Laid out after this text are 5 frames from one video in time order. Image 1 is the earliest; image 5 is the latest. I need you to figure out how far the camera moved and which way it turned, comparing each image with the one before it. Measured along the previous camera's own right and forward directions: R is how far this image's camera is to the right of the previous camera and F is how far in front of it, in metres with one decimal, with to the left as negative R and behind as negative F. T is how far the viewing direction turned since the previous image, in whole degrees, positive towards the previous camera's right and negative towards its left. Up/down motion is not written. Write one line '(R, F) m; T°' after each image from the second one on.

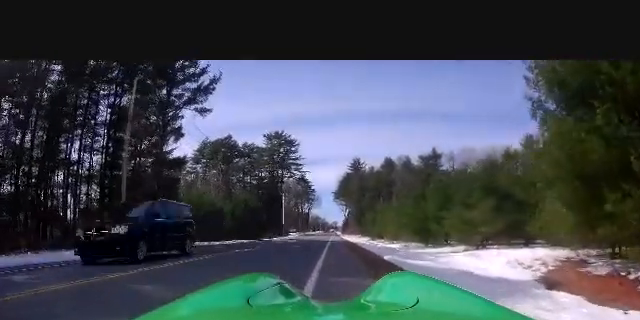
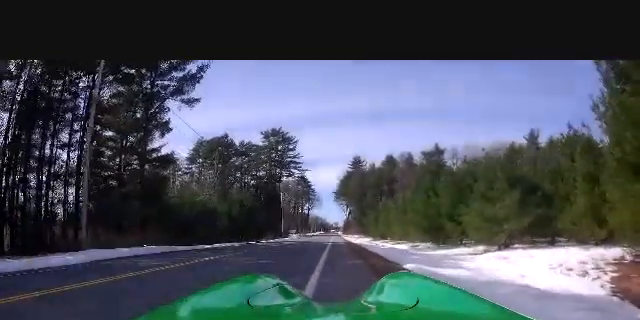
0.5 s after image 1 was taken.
(0.0, +3.9) m; 0°
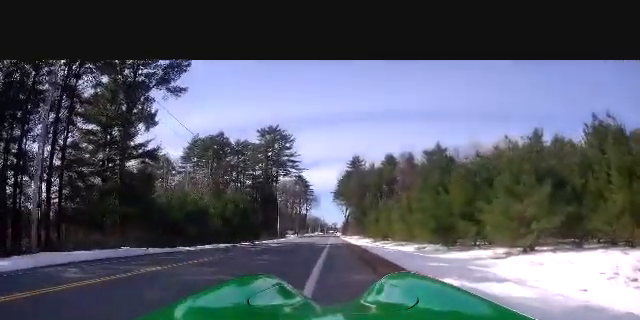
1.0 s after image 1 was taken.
(0.0, +3.7) m; 0°
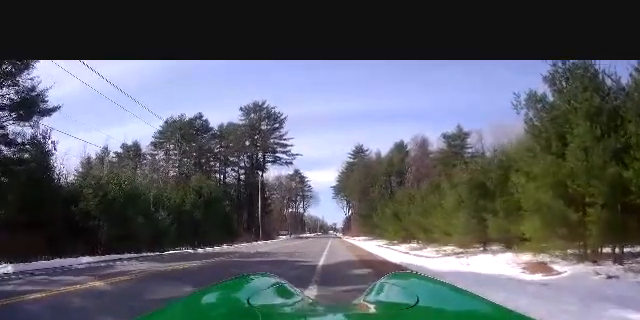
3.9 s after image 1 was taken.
(+0.5, +20.2) m; +1°
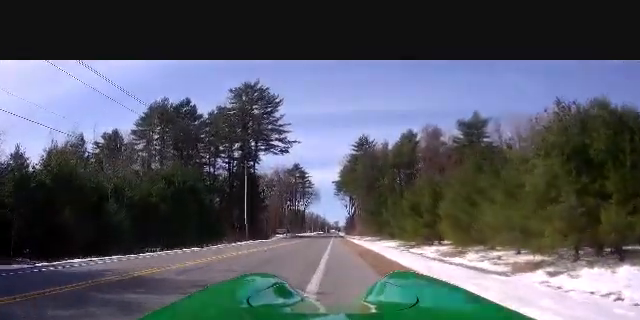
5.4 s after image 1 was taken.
(+0.5, +10.5) m; +3°
